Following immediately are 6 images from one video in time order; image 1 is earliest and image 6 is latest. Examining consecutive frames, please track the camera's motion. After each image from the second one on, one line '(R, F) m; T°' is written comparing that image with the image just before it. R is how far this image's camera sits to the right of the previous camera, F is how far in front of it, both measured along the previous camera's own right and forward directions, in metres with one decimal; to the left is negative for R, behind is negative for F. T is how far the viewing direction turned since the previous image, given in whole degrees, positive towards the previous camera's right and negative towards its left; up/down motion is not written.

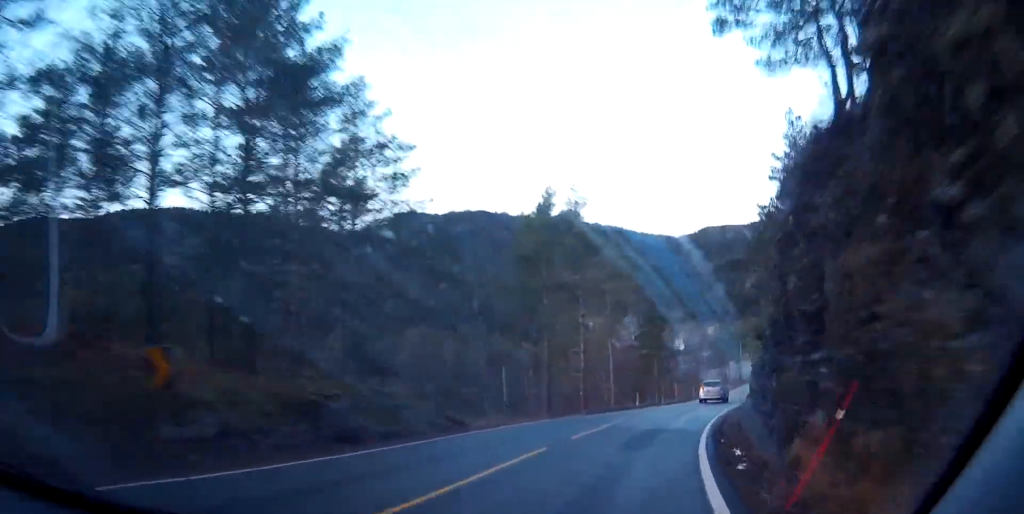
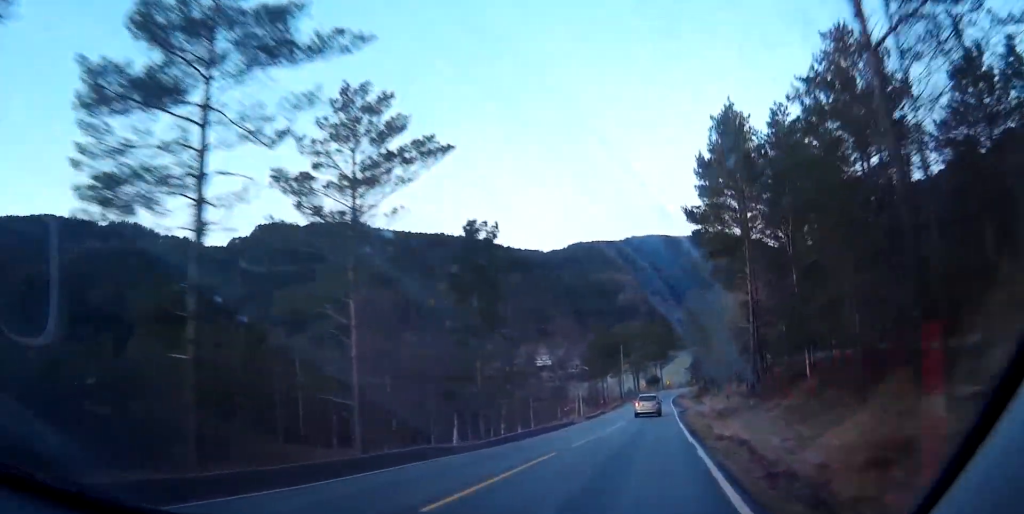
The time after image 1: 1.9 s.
(+2.1, +33.4) m; +4°
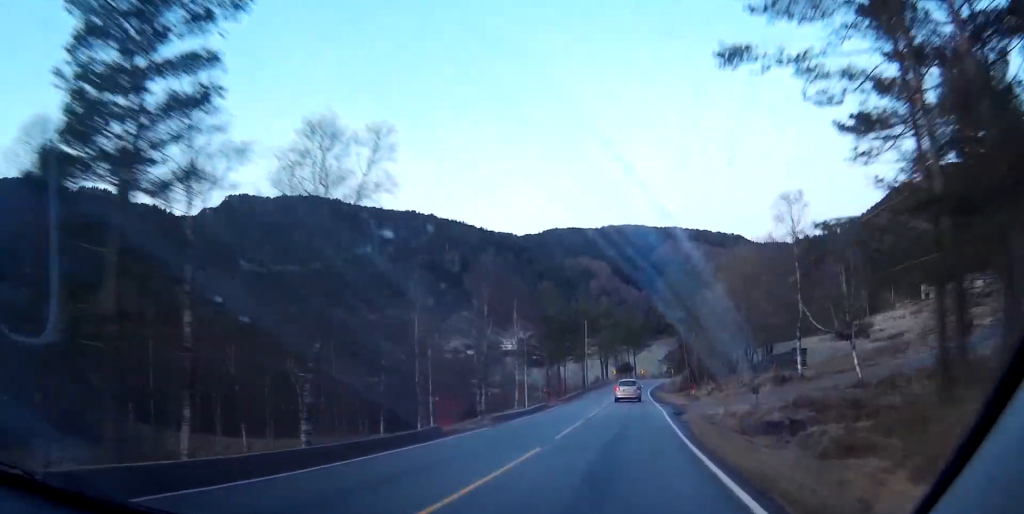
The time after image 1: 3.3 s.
(+0.8, +25.3) m; +4°
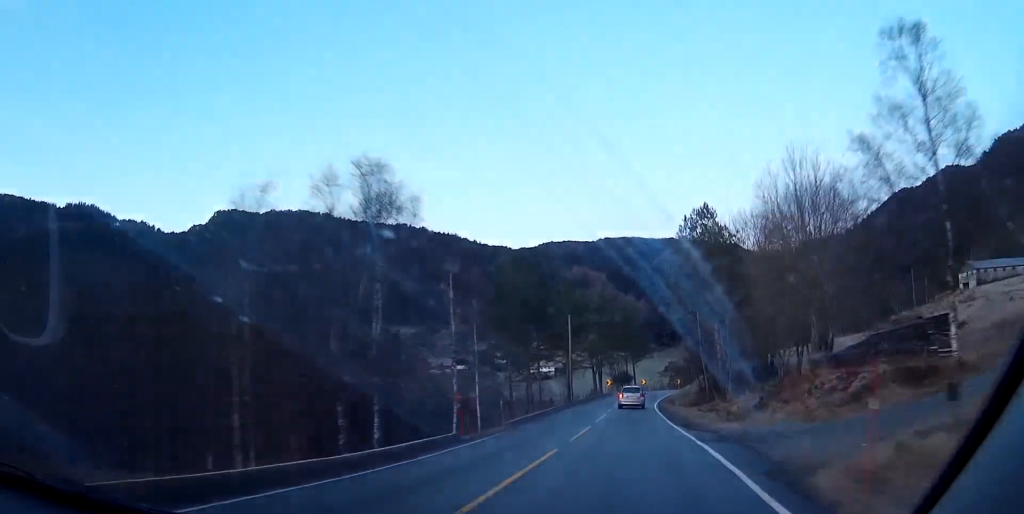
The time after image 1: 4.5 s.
(+0.4, +22.1) m; +2°
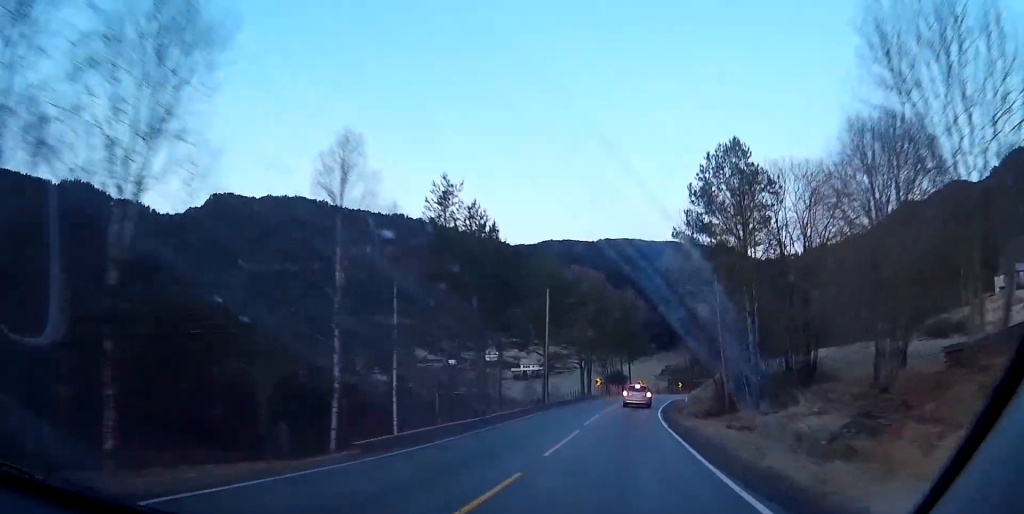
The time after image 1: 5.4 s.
(+0.3, +17.0) m; +1°
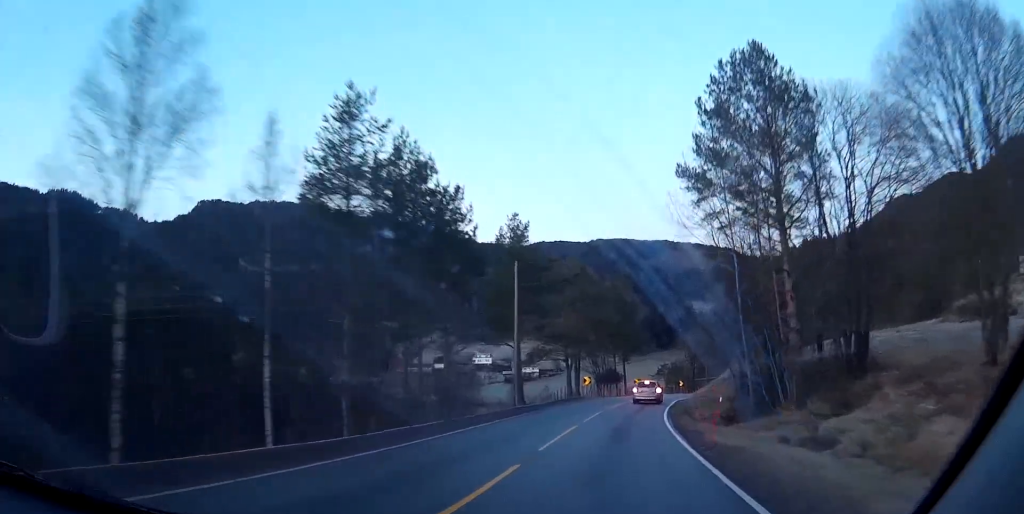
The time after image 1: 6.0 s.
(+0.1, +12.1) m; 0°
